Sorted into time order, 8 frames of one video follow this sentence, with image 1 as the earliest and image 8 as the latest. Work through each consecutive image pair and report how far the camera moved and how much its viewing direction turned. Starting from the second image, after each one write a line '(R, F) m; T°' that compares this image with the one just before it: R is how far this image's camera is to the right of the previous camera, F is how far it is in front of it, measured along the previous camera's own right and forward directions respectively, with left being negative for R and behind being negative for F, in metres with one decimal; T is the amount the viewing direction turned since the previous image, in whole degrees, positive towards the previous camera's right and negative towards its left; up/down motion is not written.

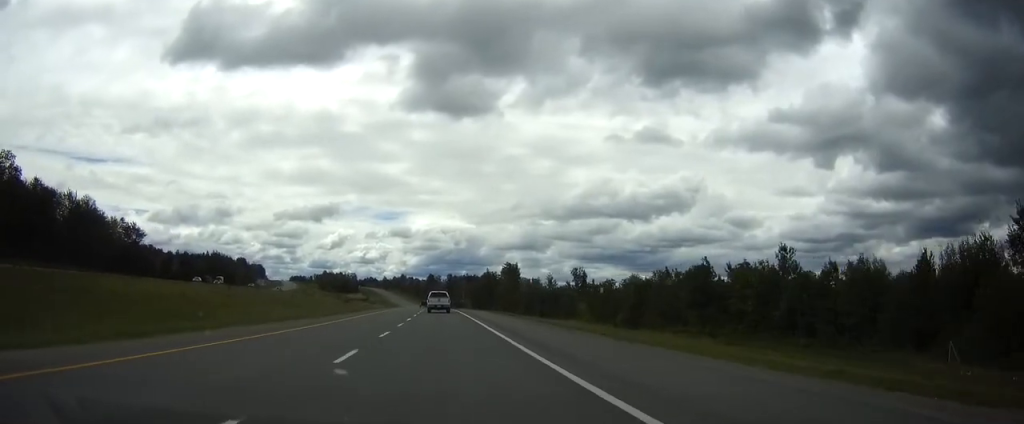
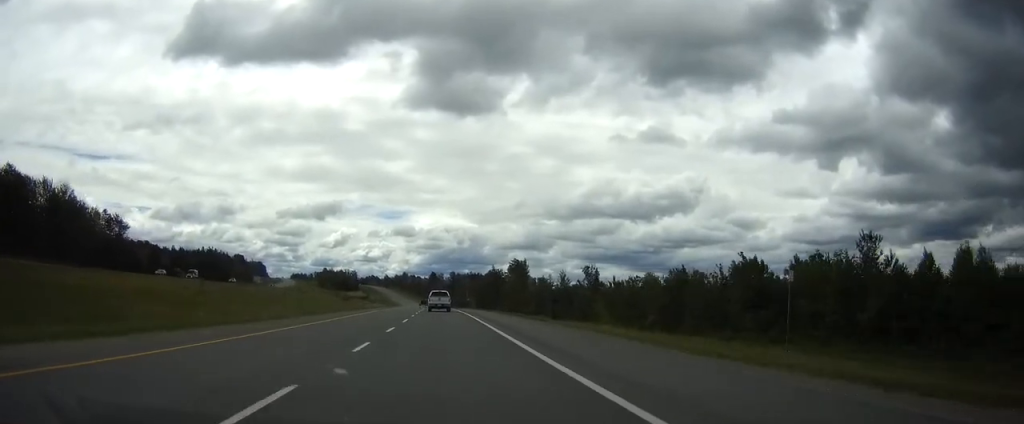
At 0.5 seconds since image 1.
(0.0, +15.6) m; 0°
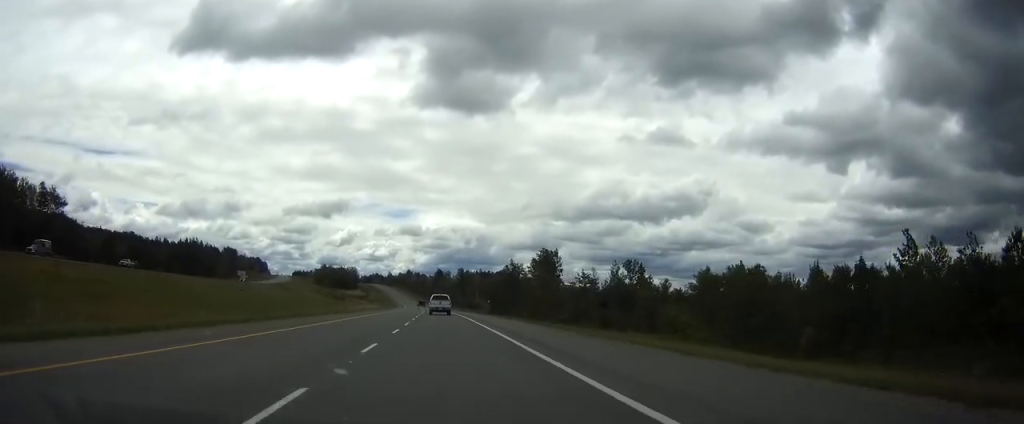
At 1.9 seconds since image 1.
(-0.4, +45.0) m; -1°
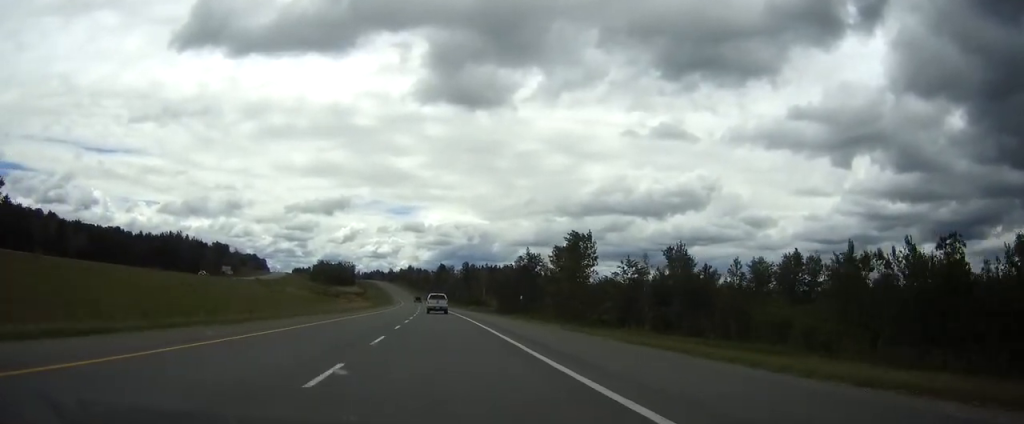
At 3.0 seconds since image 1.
(0.0, +32.6) m; 0°
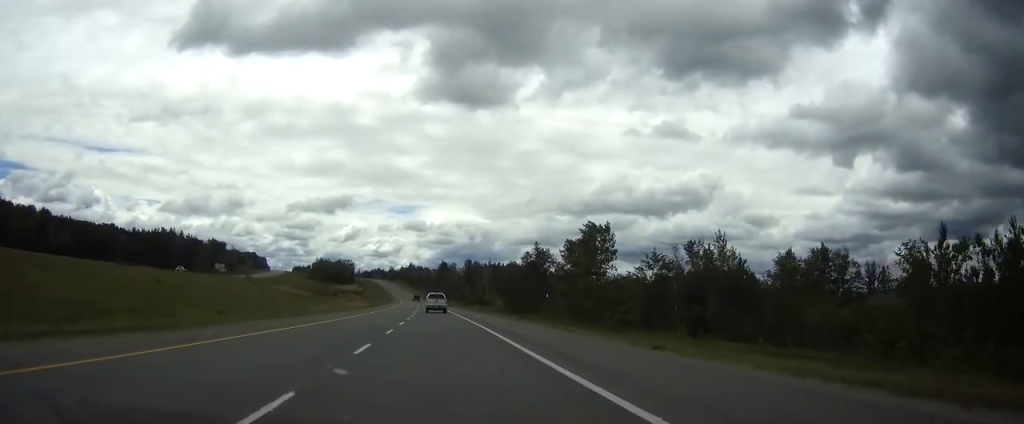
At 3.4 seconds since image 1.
(0.0, +12.7) m; 0°
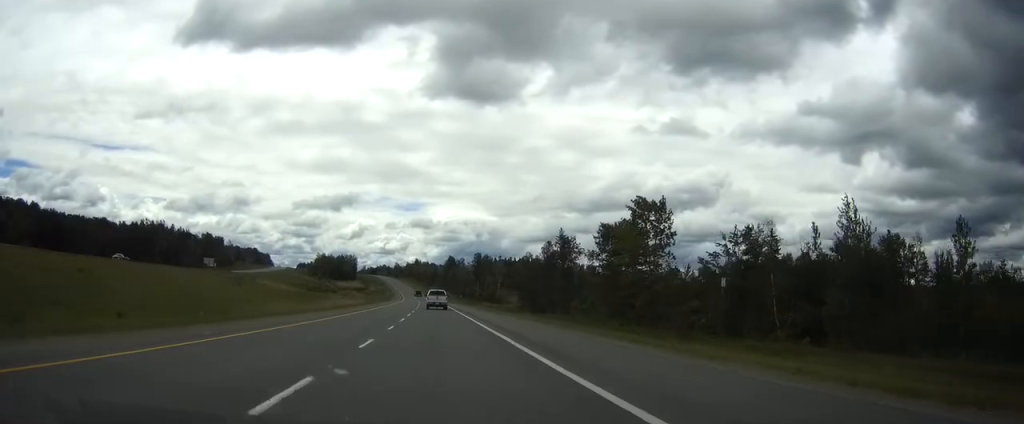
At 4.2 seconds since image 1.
(0.0, +25.5) m; 0°
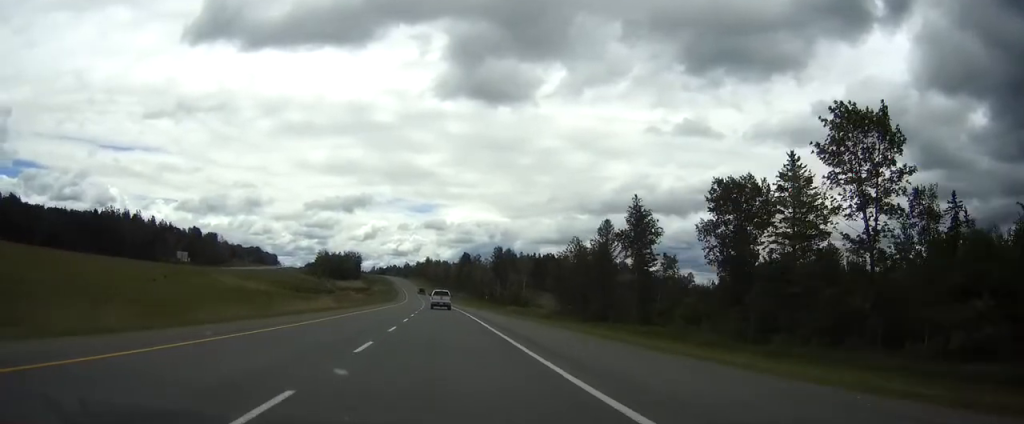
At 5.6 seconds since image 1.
(-0.3, +46.0) m; -1°
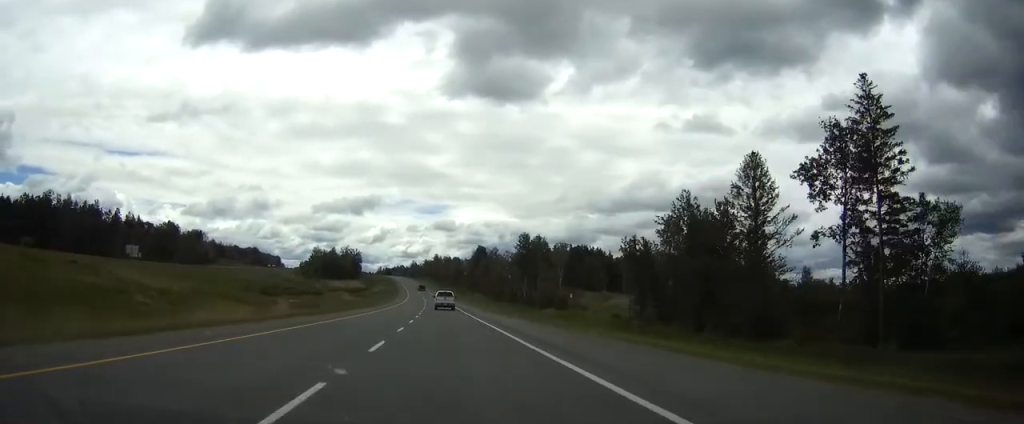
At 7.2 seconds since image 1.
(-0.8, +52.9) m; -1°
